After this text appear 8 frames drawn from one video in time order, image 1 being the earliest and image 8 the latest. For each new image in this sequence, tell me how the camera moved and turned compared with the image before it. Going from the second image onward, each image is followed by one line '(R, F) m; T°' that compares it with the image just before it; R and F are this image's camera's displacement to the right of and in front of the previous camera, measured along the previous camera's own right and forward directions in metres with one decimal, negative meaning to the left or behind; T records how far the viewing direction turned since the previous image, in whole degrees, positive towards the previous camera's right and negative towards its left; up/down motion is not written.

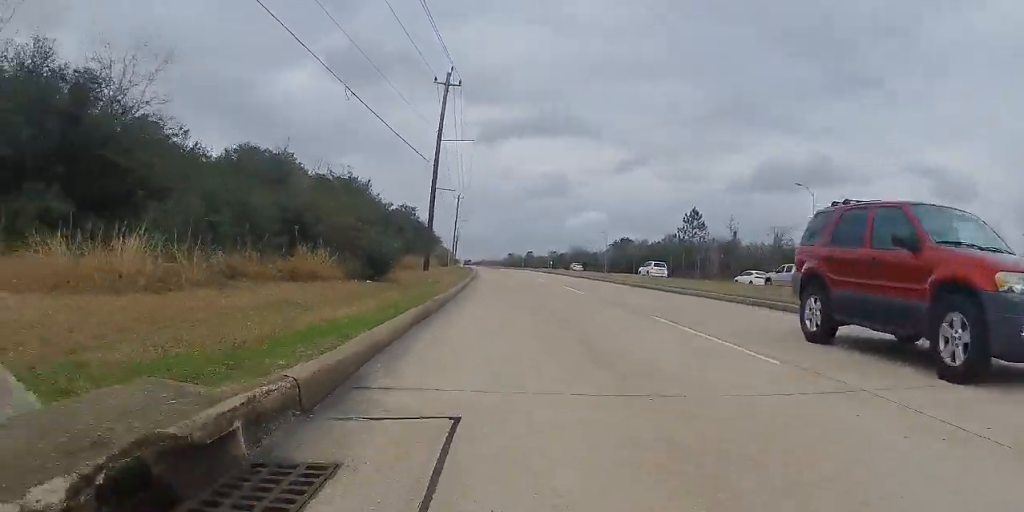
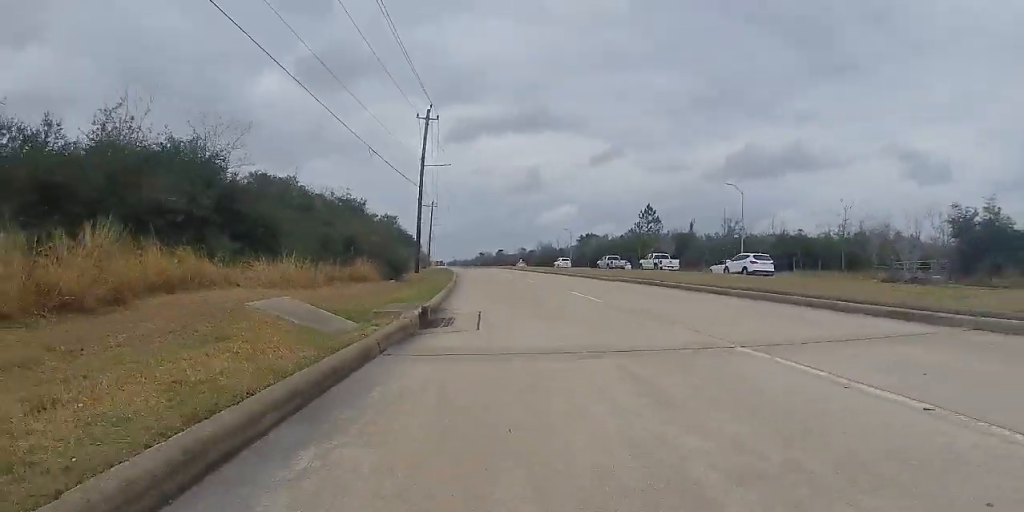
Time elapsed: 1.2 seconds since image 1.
(0.0, +8.0) m; 0°
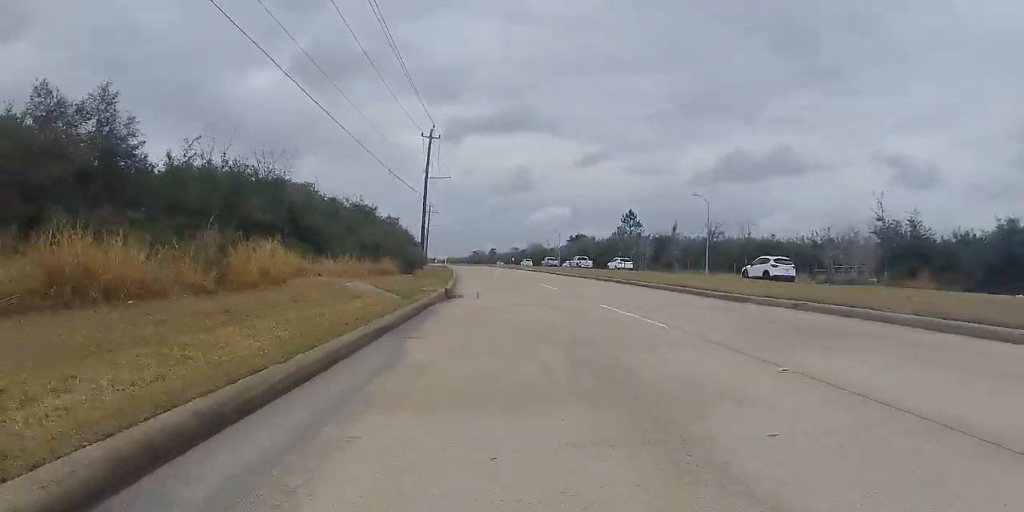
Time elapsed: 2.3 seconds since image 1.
(0.0, +6.8) m; +1°
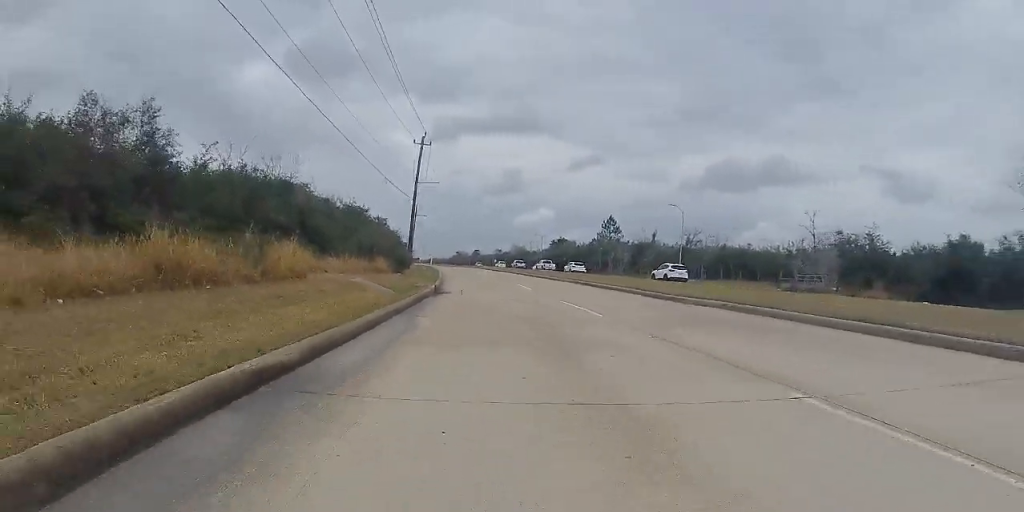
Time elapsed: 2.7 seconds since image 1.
(0.0, +2.9) m; +1°
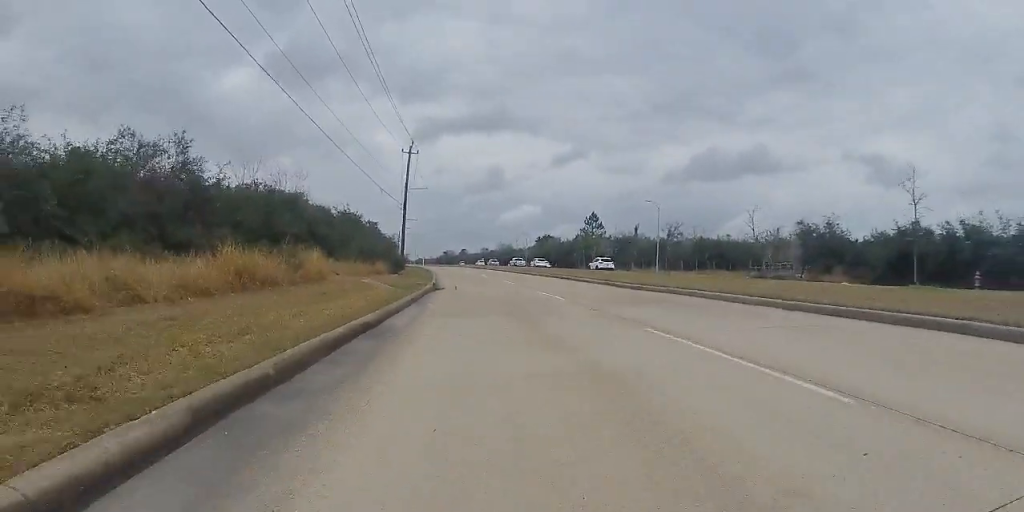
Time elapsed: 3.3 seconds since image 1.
(+0.1, +3.6) m; +1°
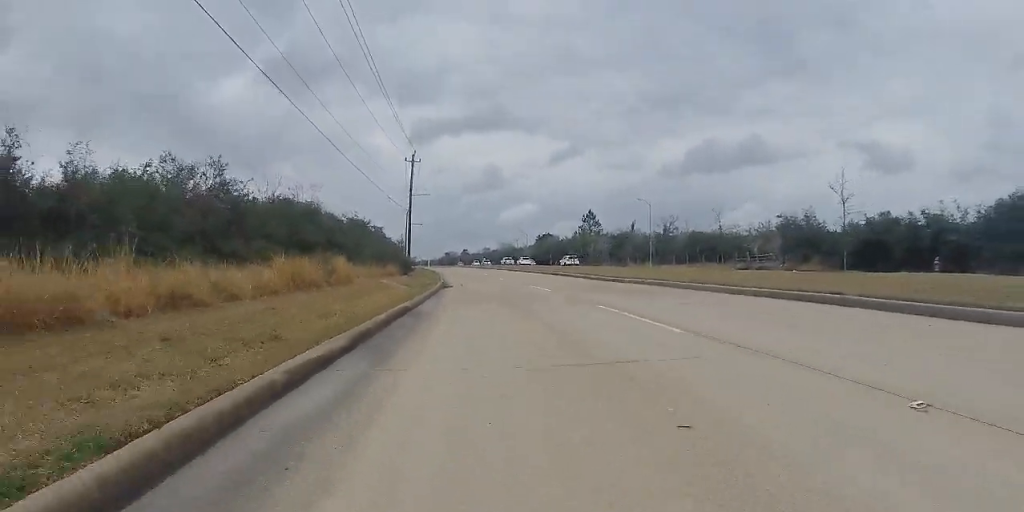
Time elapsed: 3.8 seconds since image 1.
(0.0, +3.3) m; +1°
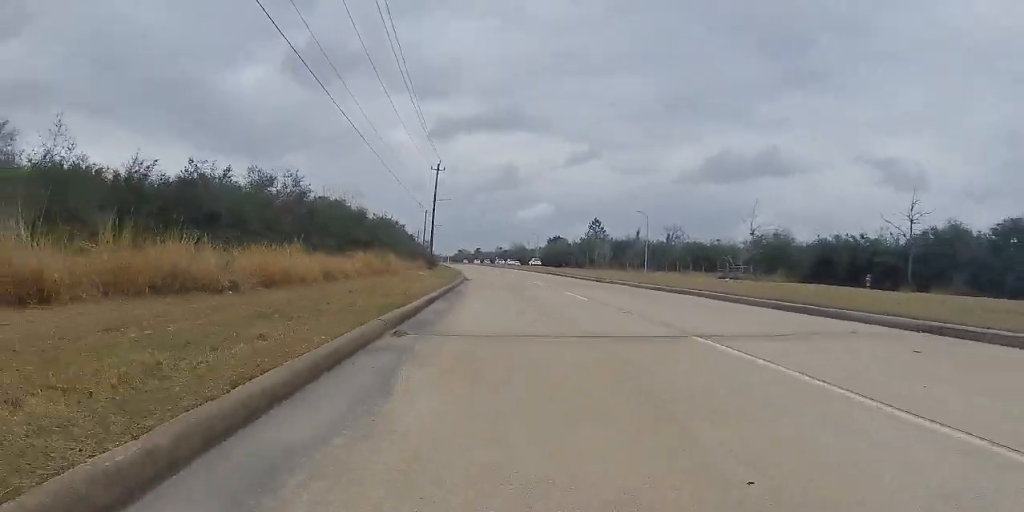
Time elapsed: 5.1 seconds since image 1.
(0.0, +7.5) m; 0°
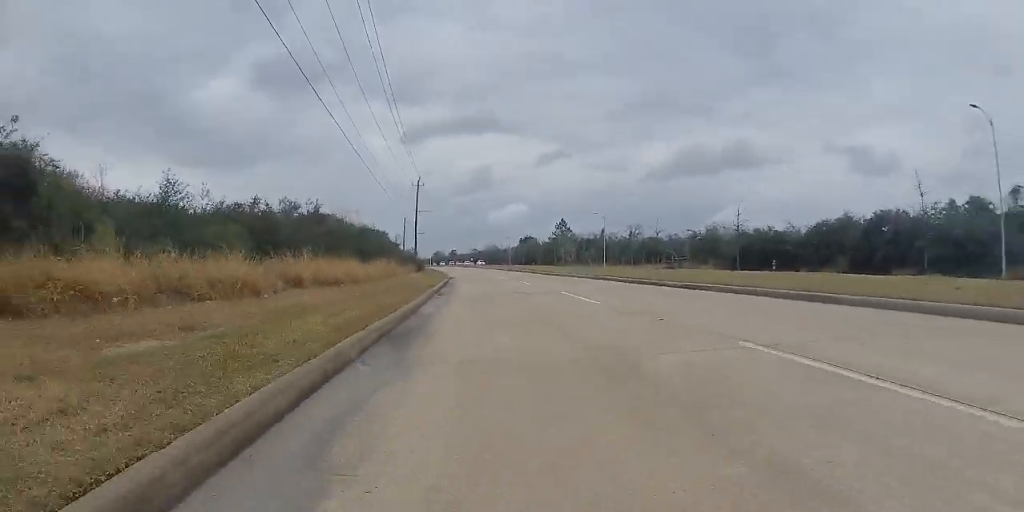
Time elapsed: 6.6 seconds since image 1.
(0.0, +9.5) m; +1°
